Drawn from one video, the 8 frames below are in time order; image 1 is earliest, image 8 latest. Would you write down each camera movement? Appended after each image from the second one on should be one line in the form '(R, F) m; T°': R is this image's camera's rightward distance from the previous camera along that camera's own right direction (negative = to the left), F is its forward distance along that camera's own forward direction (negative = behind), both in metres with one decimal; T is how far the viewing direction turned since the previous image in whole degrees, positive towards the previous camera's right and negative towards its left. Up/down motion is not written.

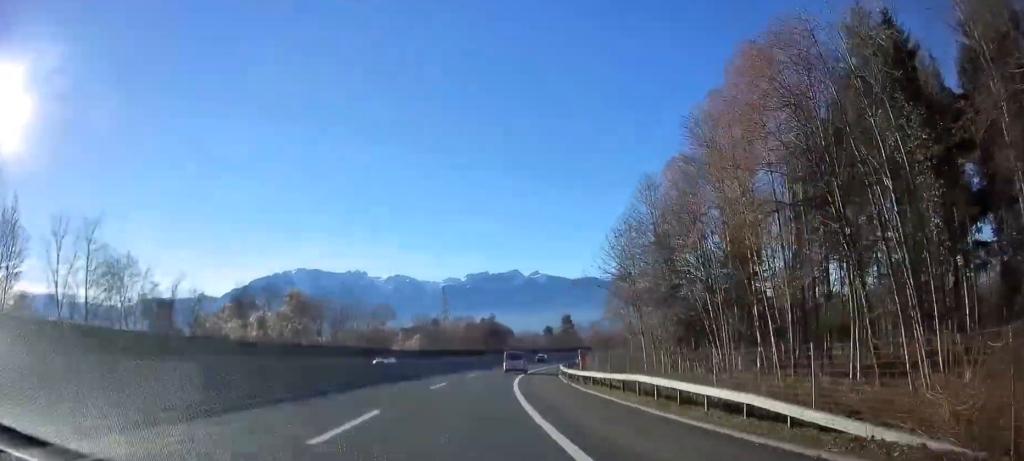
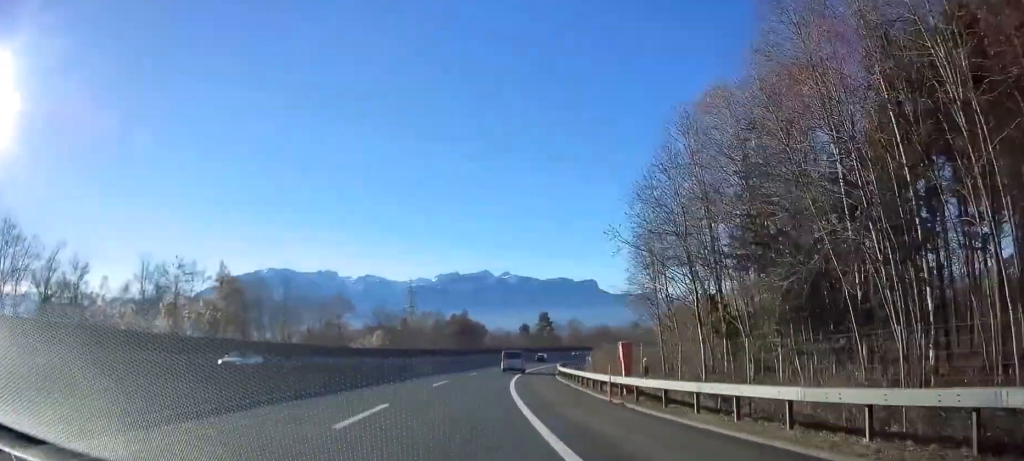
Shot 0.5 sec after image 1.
(+0.4, +15.1) m; +2°
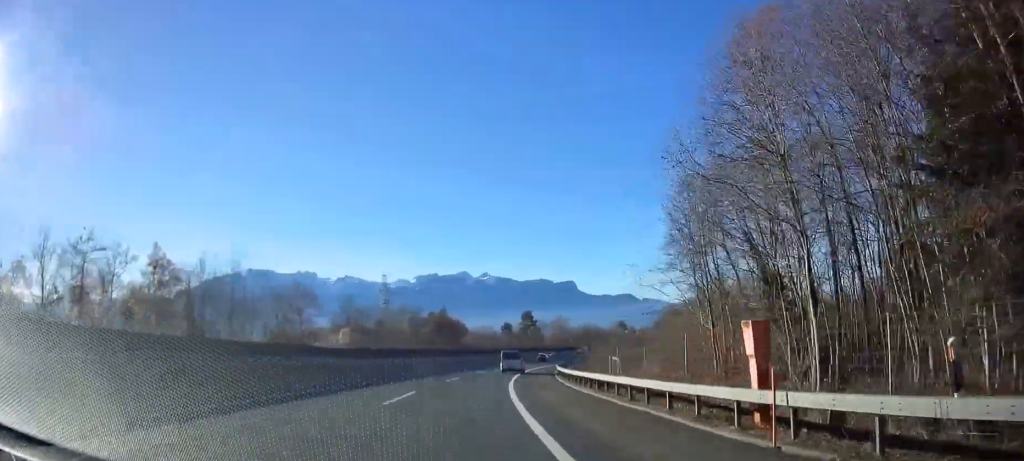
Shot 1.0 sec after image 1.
(-0.1, +12.3) m; +2°
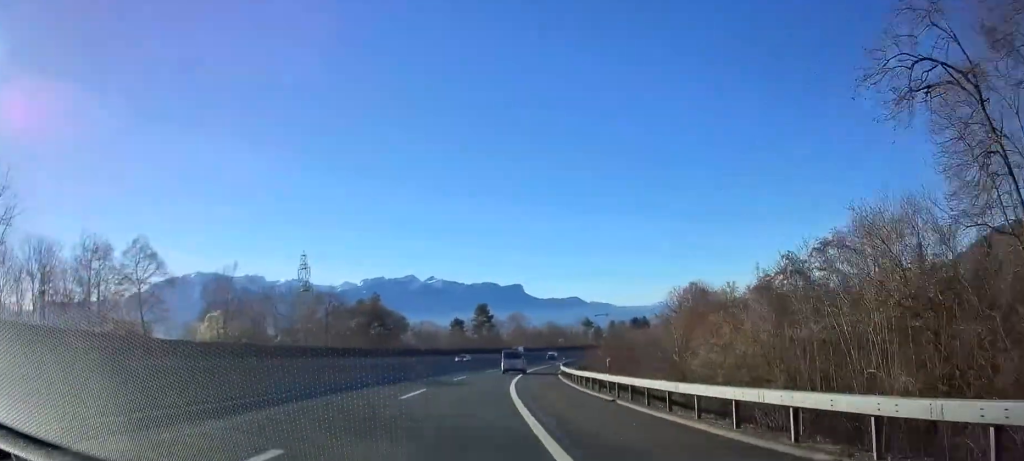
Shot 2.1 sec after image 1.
(+1.8, +32.1) m; +6°
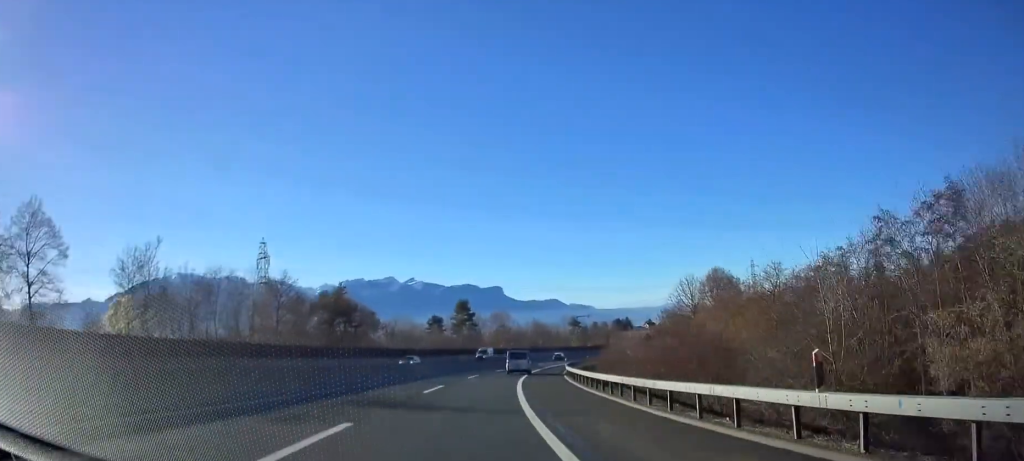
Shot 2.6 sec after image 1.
(+0.4, +13.2) m; +2°
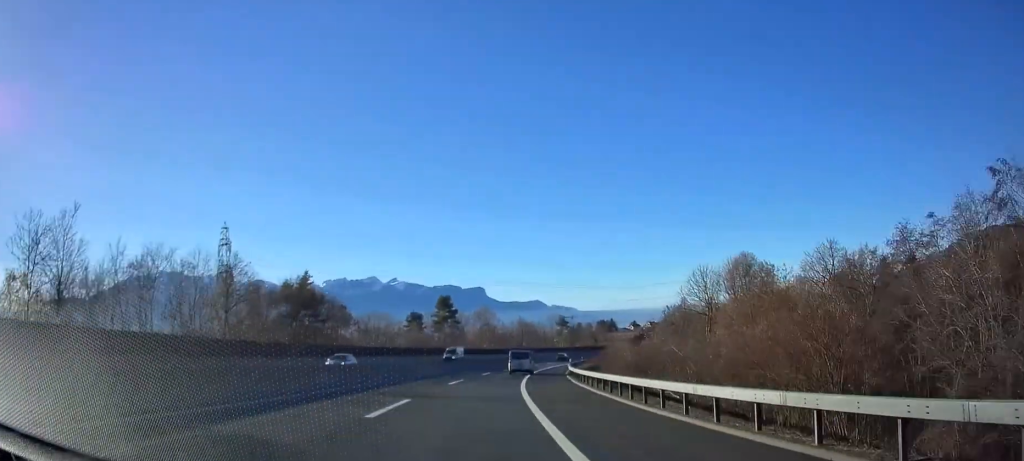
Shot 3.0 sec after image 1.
(0.0, +11.3) m; +2°
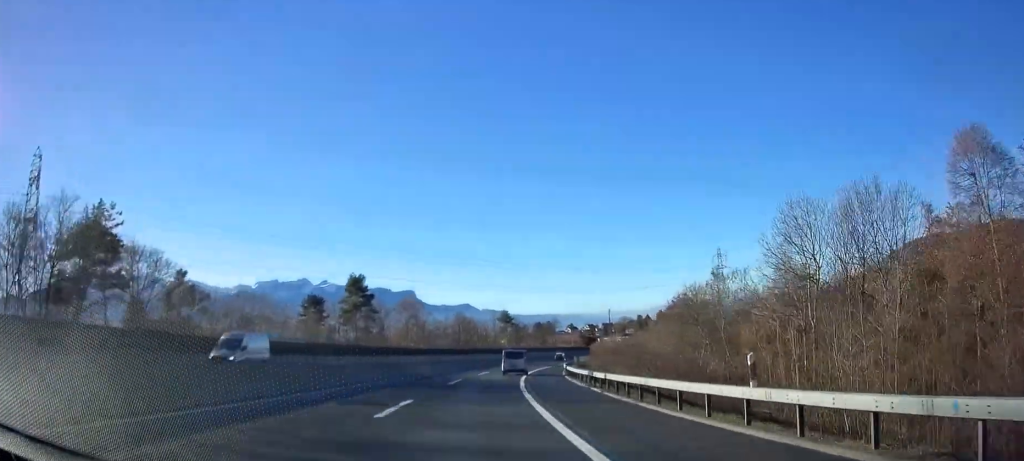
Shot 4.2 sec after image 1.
(+1.7, +35.0) m; +6°
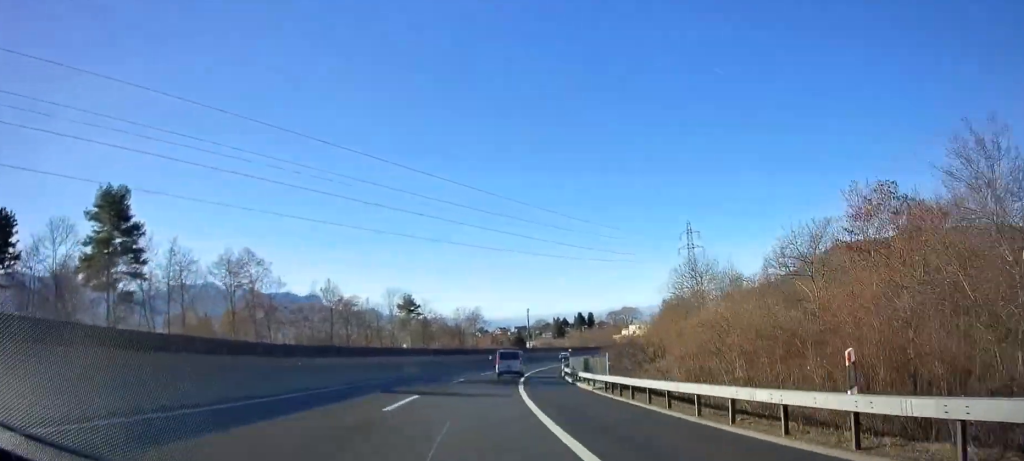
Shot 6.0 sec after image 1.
(+3.6, +50.5) m; +8°
